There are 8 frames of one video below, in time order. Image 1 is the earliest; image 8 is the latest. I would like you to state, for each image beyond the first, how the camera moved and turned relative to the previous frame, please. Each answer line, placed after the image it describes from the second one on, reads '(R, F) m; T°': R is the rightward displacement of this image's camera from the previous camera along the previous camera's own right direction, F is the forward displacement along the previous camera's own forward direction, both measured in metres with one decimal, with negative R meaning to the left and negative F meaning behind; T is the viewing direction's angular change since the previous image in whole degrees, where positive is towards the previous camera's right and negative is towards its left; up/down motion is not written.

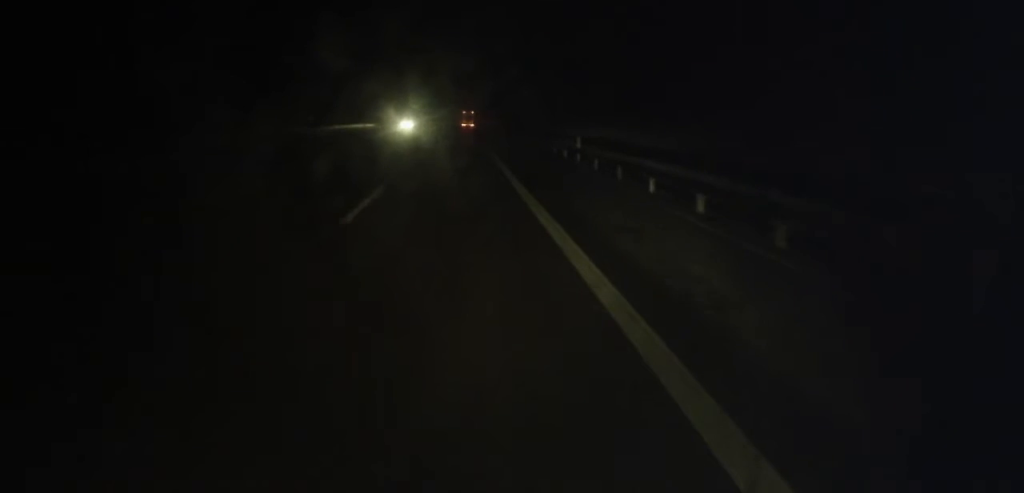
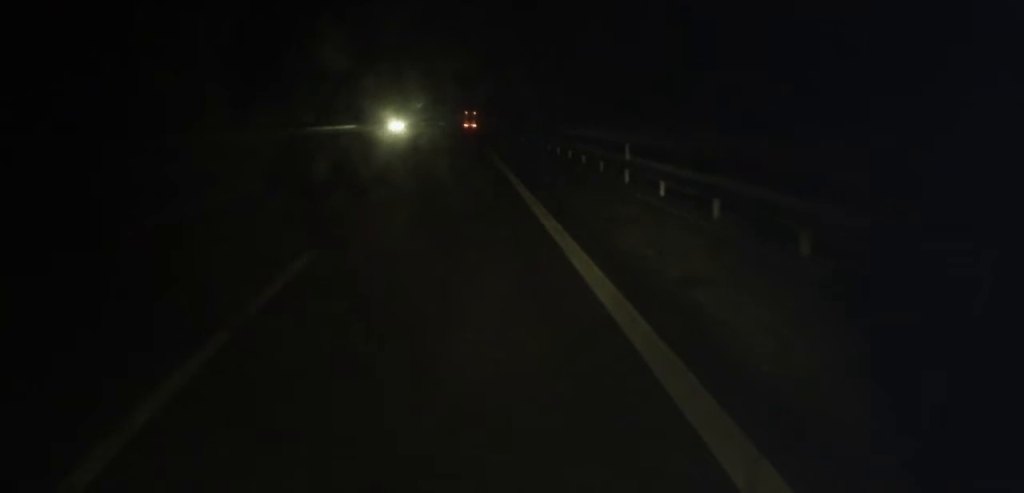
(+0.1, +8.7) m; +1°
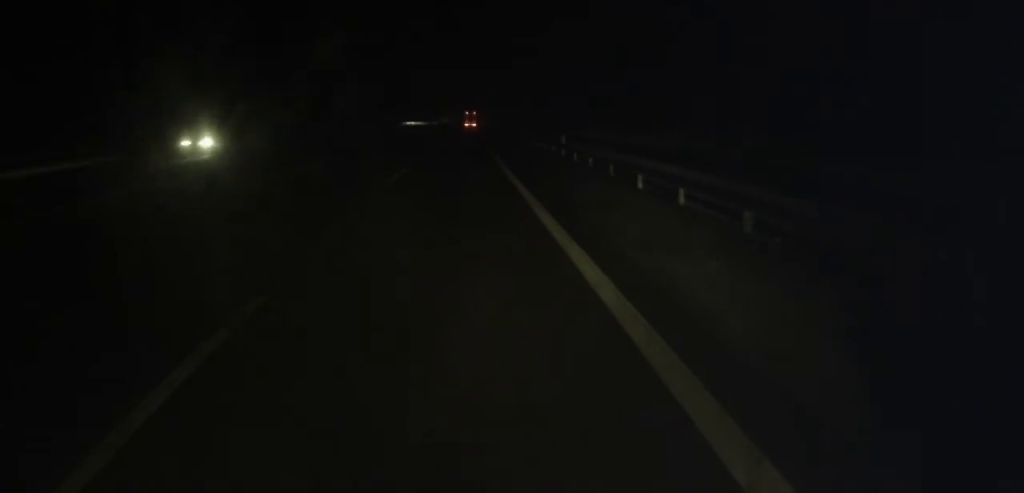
(+0.8, +37.1) m; +2°
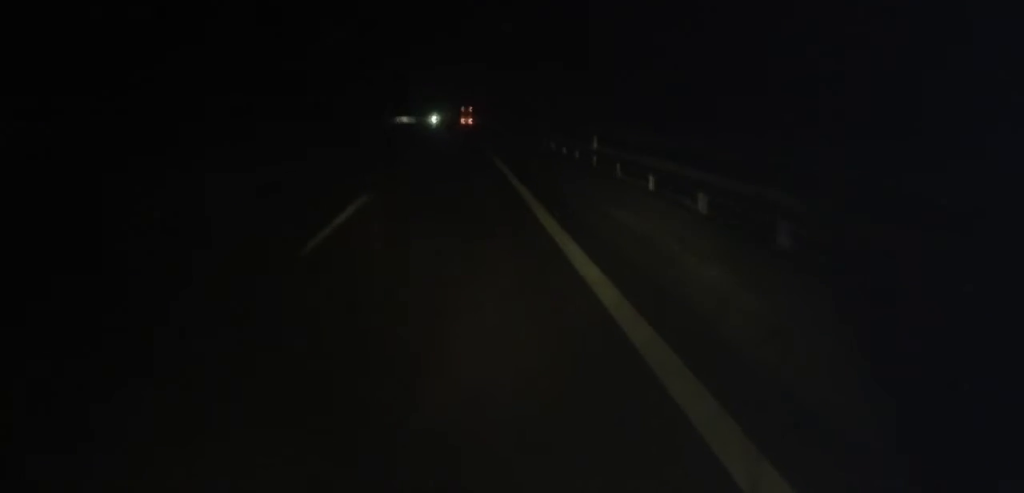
(+0.1, +9.5) m; 0°
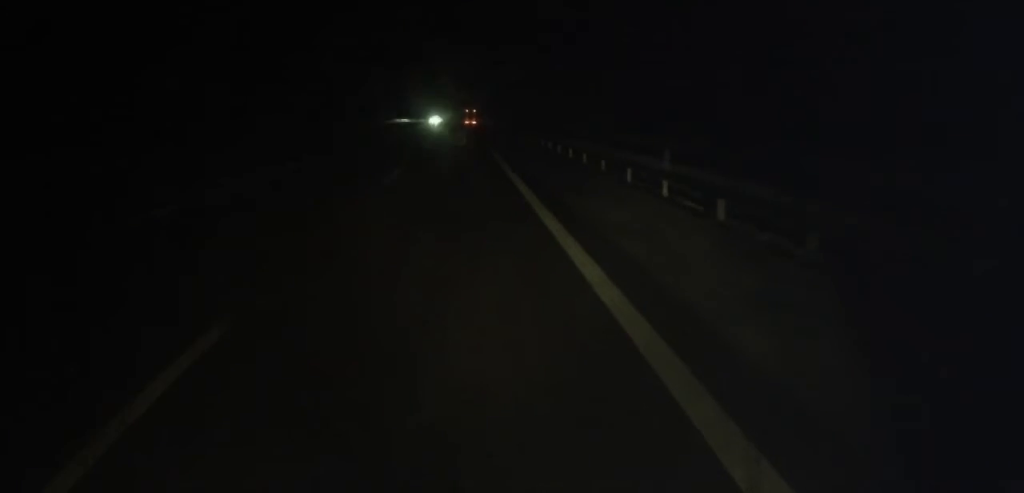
(-0.1, +8.9) m; -1°
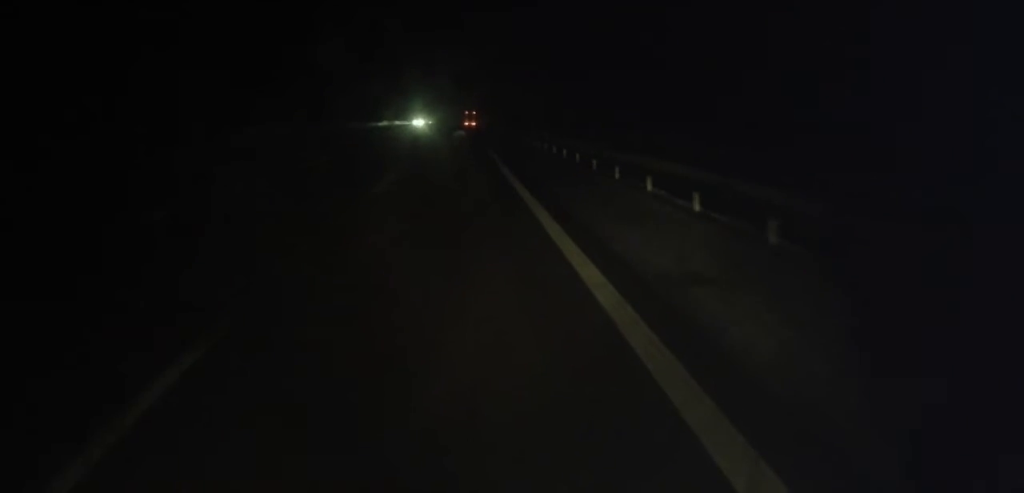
(-0.3, +18.5) m; -1°
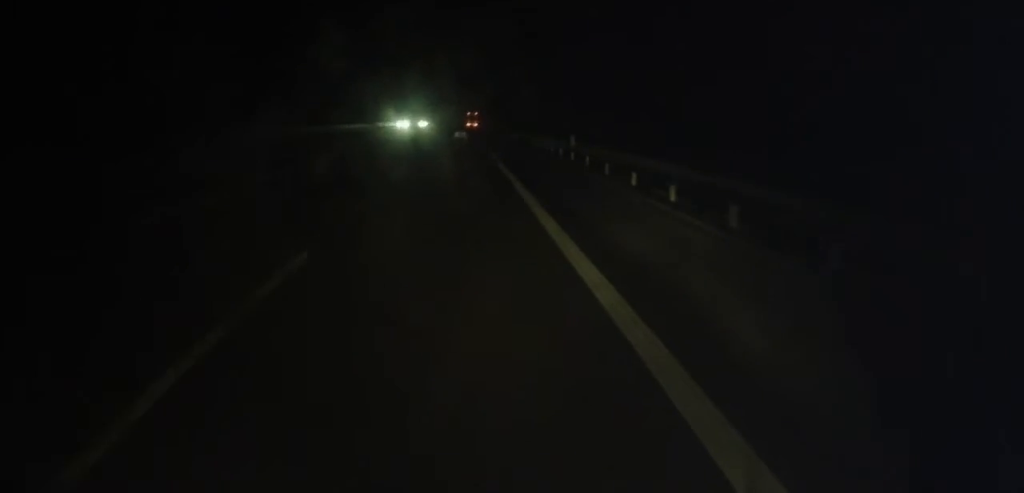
(-0.3, +14.0) m; 0°
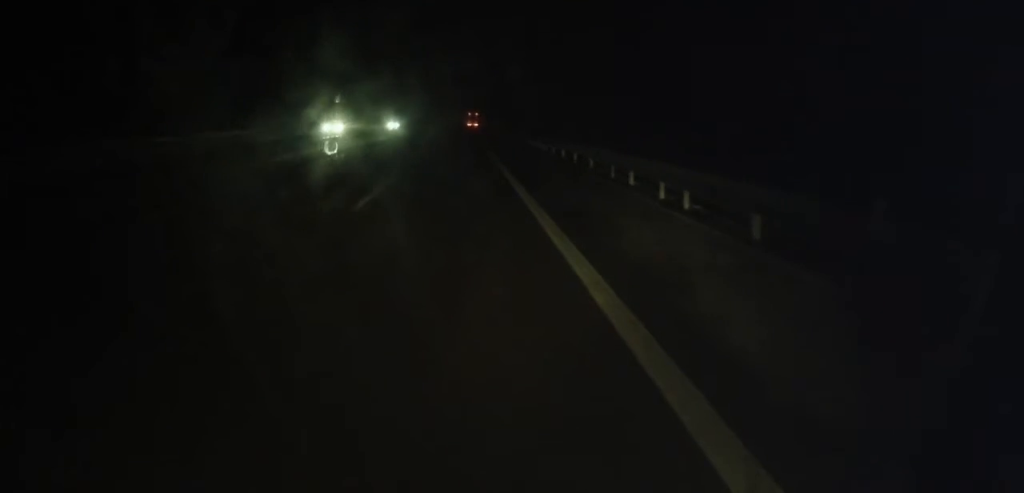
(+0.7, +25.1) m; +2°
